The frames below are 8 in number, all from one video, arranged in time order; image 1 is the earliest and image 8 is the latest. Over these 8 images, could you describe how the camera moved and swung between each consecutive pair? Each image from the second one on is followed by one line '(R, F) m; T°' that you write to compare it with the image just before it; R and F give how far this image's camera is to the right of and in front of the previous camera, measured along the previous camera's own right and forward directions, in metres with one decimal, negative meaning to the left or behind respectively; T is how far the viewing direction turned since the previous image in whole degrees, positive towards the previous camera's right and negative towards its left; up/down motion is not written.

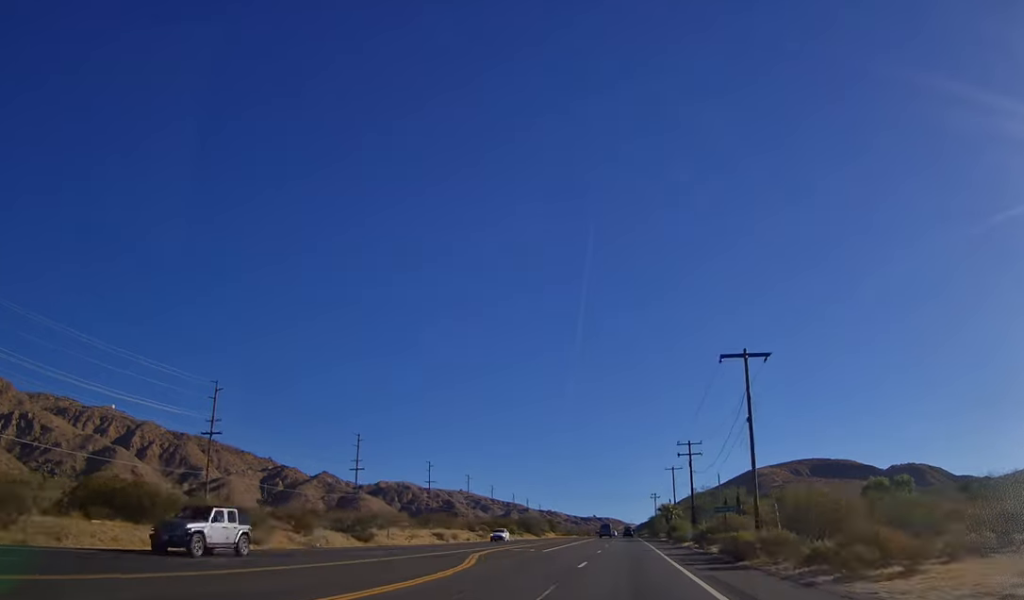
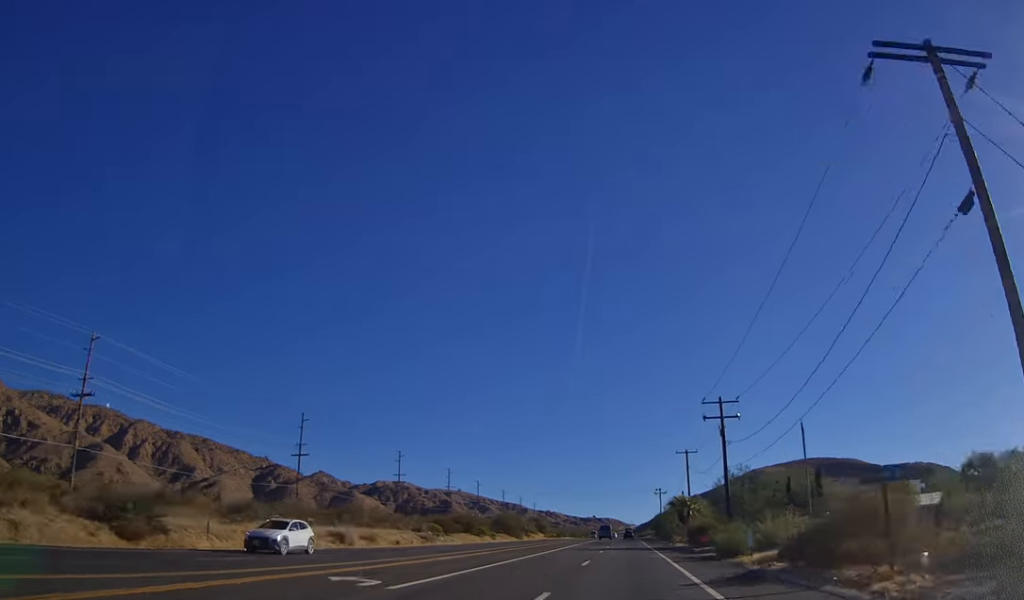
(-0.1, +27.6) m; 0°
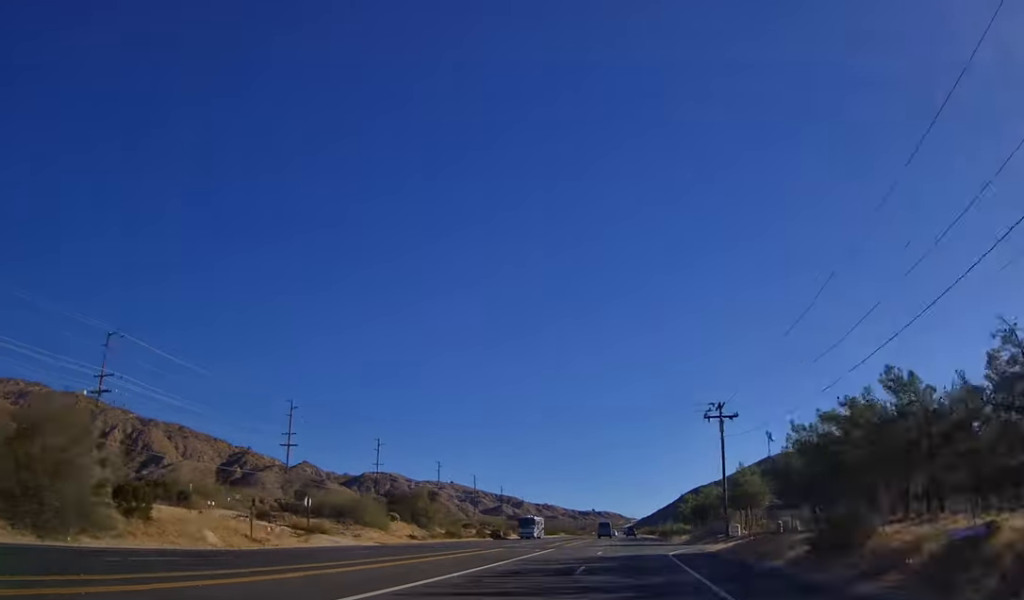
(0.0, +107.7) m; 0°
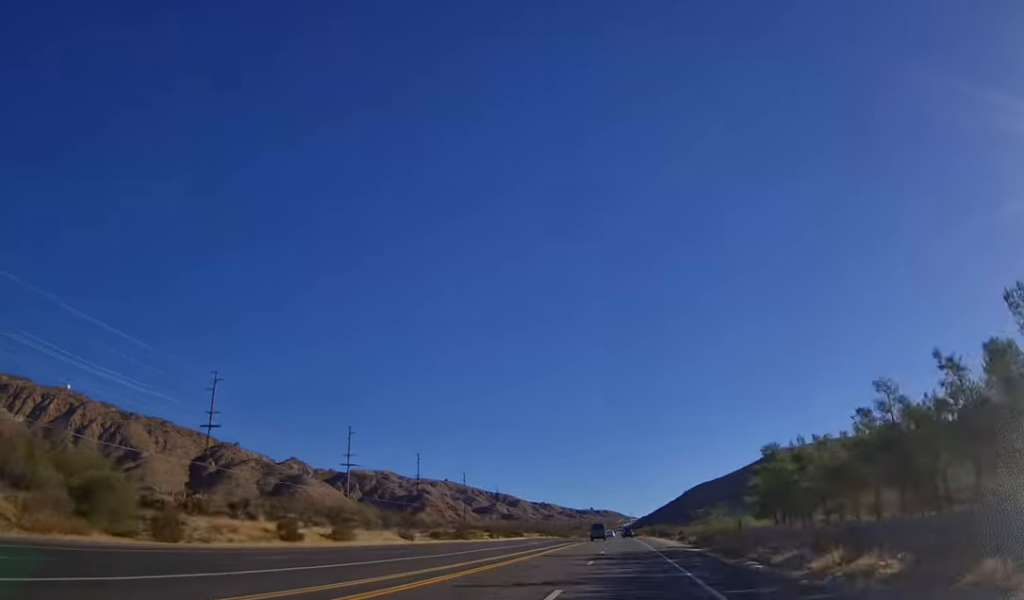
(-0.3, +66.4) m; 0°
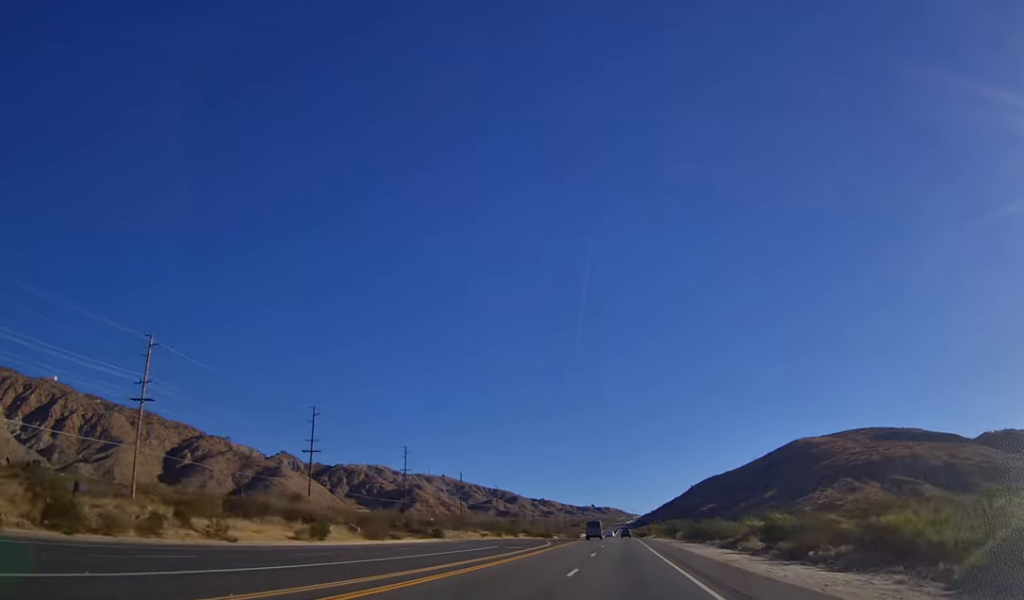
(0.0, +64.6) m; 0°
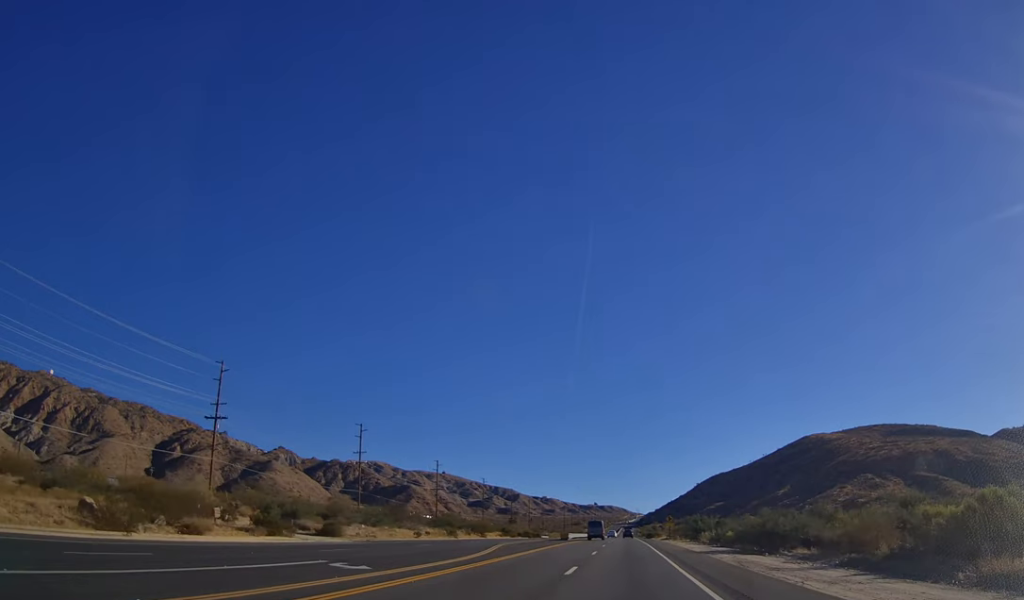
(+0.1, +31.4) m; 0°
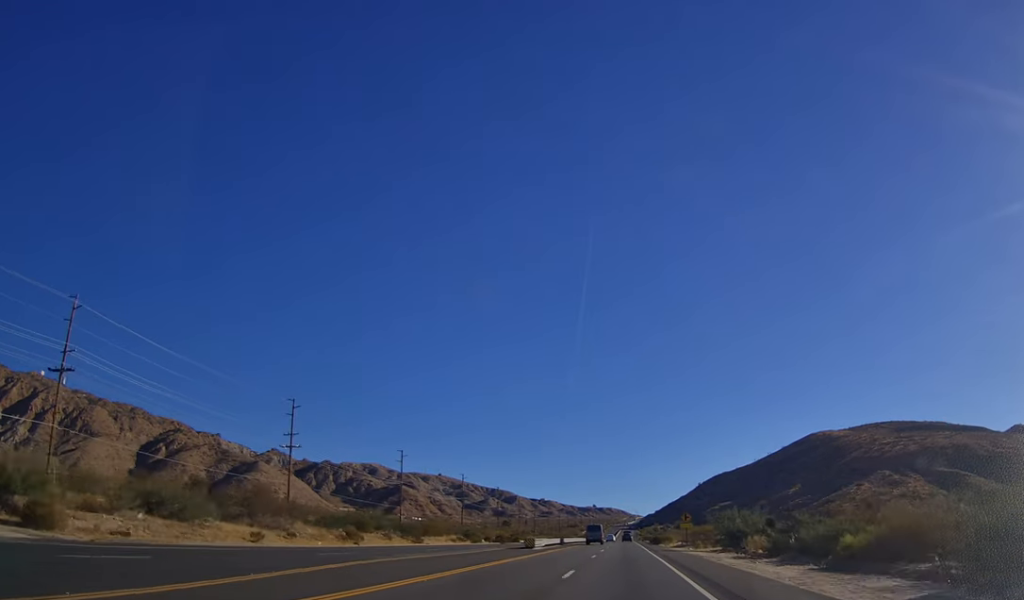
(+0.2, +29.5) m; 0°
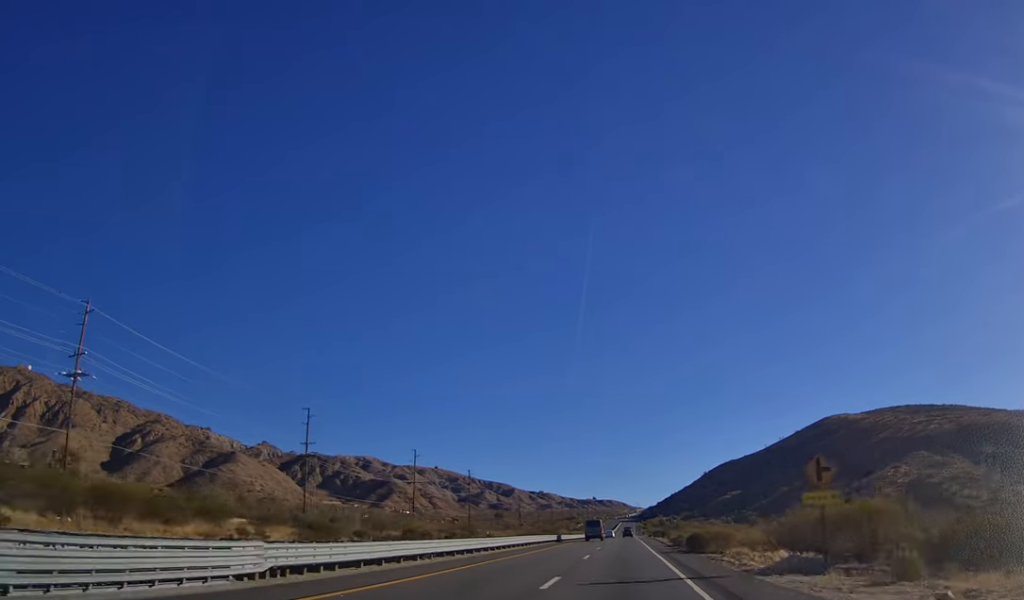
(-0.3, +49.4) m; 0°
